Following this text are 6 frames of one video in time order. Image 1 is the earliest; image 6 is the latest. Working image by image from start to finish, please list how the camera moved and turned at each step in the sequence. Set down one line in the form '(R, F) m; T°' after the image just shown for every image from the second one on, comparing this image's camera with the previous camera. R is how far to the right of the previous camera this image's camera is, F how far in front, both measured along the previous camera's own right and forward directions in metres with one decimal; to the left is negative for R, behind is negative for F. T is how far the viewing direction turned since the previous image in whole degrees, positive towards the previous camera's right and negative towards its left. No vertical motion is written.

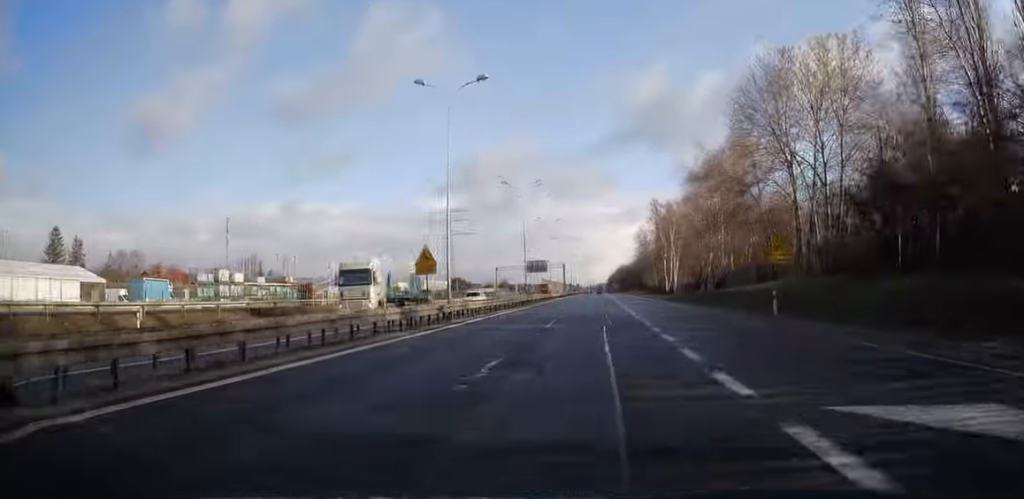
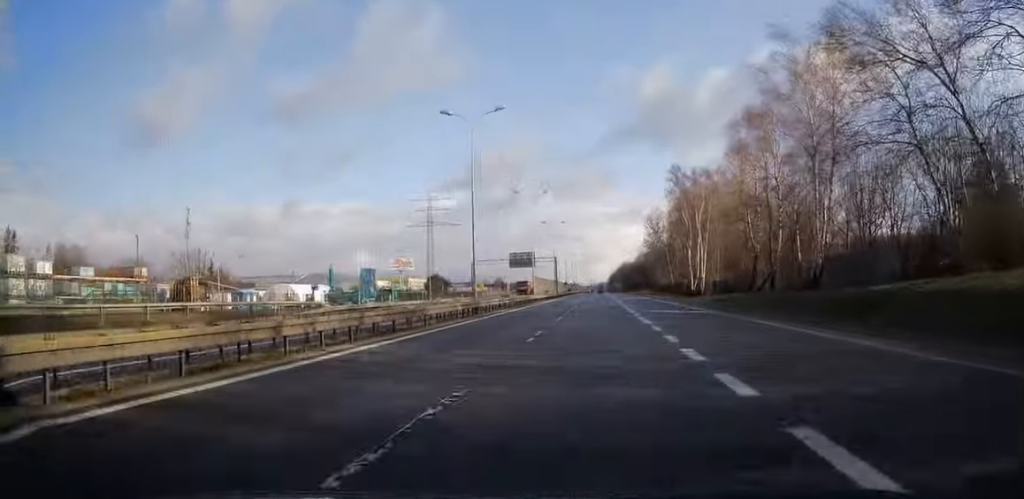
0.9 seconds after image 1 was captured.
(0.0, +28.2) m; 0°
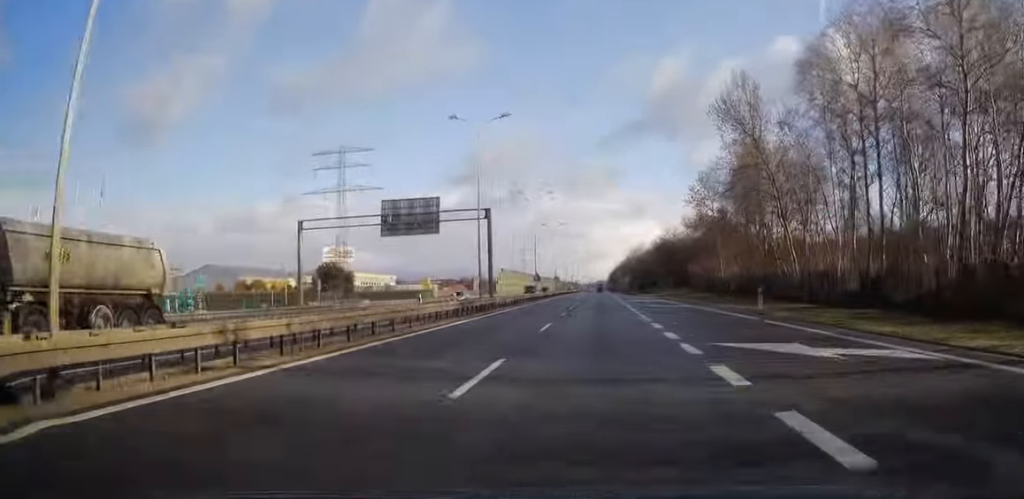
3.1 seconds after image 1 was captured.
(0.0, +68.1) m; 0°
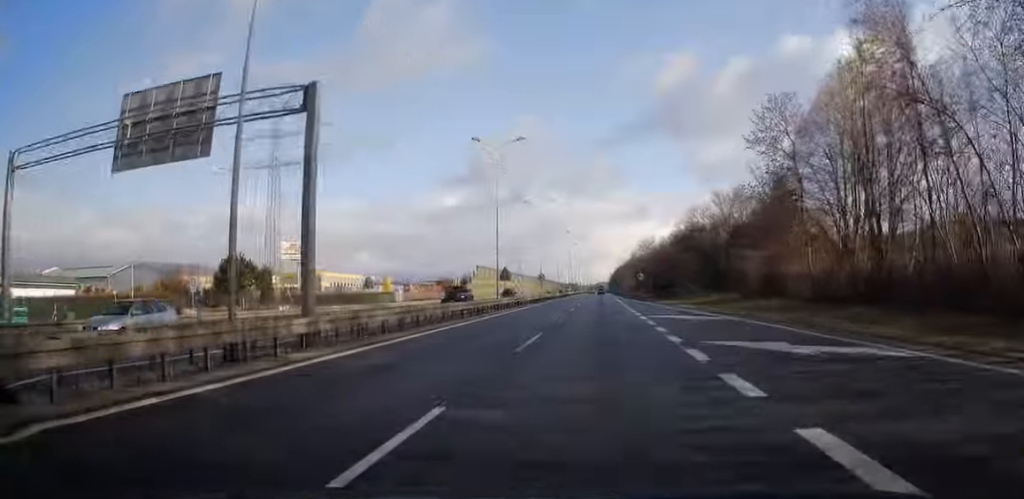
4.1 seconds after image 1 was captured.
(0.0, +29.1) m; 0°
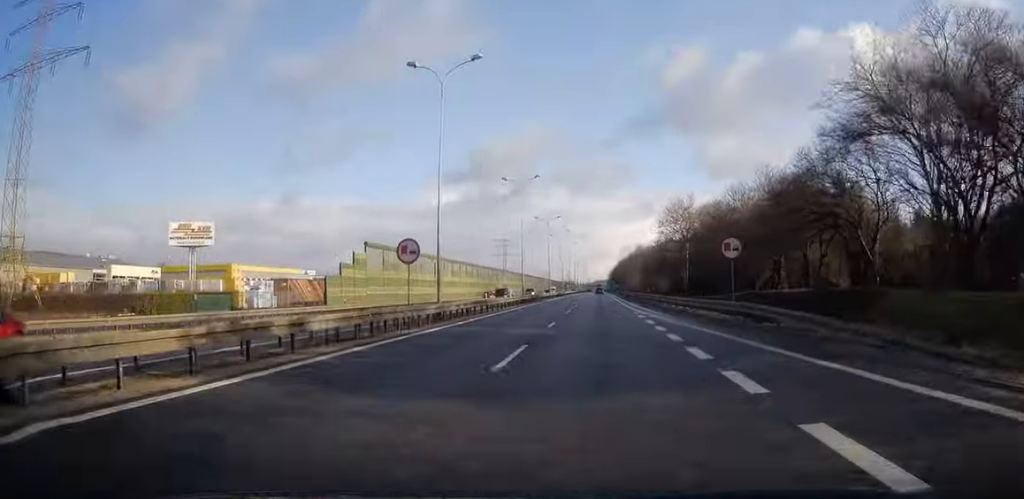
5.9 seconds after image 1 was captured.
(-0.1, +52.4) m; 0°
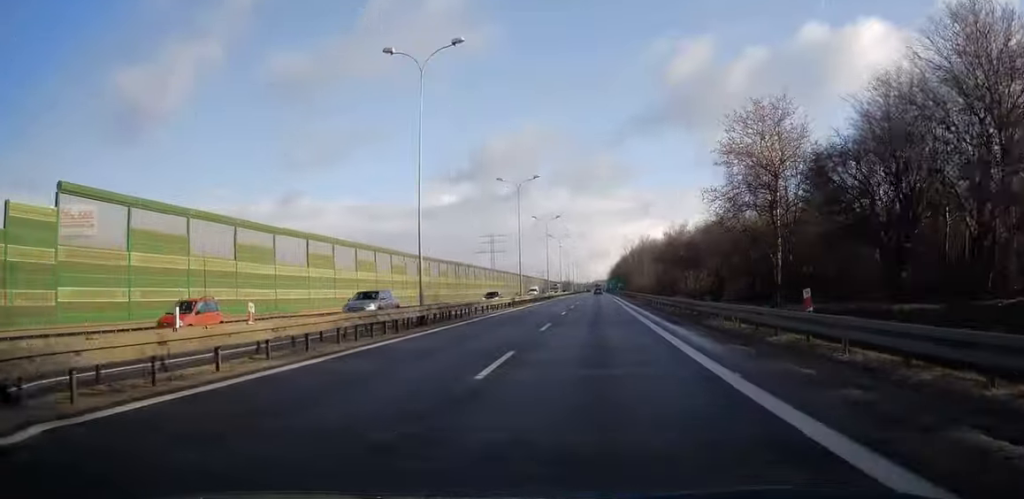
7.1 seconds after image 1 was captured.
(0.0, +36.9) m; 0°
